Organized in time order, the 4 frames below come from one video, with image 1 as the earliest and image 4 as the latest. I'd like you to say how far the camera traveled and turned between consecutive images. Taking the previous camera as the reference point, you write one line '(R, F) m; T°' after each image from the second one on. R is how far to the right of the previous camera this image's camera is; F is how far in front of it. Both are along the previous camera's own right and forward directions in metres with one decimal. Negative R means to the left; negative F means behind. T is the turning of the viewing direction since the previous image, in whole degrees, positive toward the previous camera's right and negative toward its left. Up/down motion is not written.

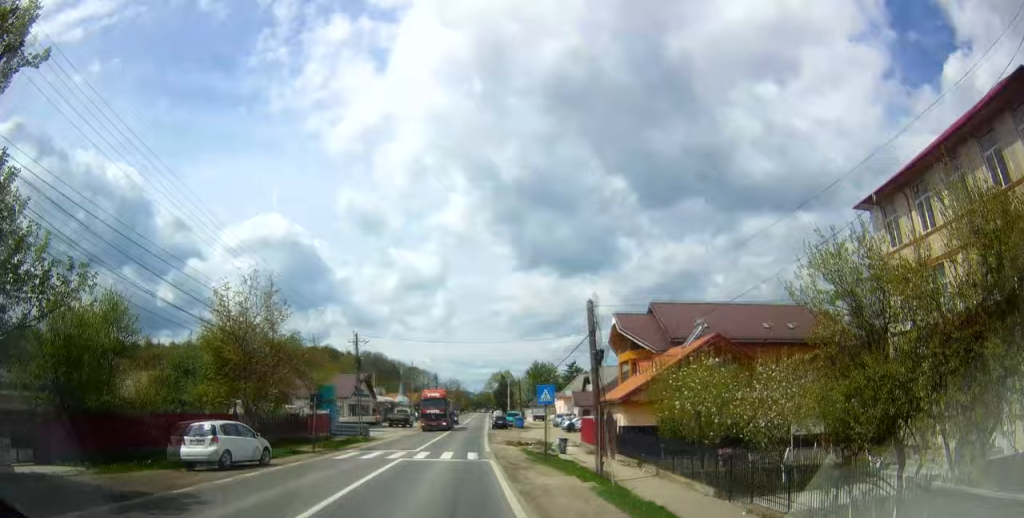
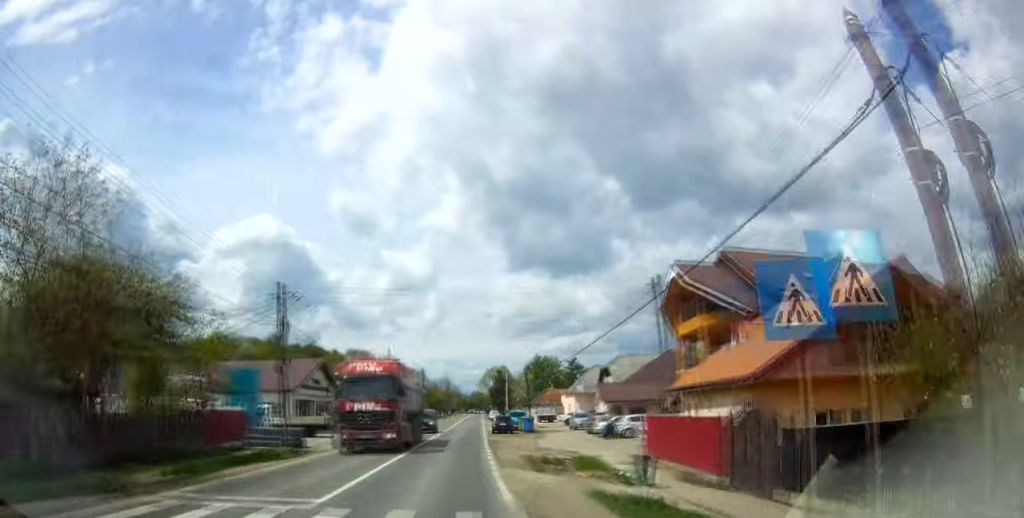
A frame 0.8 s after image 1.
(0.0, +16.0) m; -1°
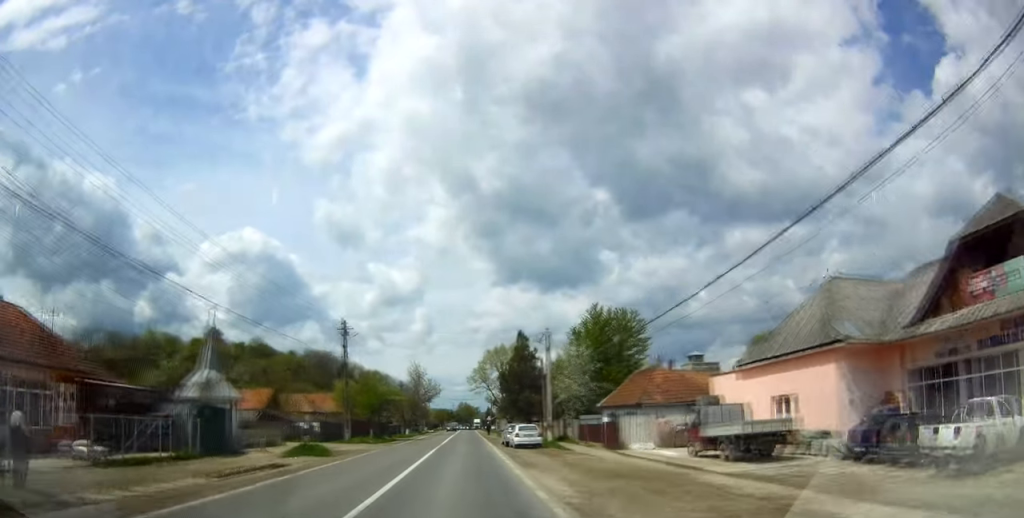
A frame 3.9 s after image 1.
(0.0, +63.8) m; +1°
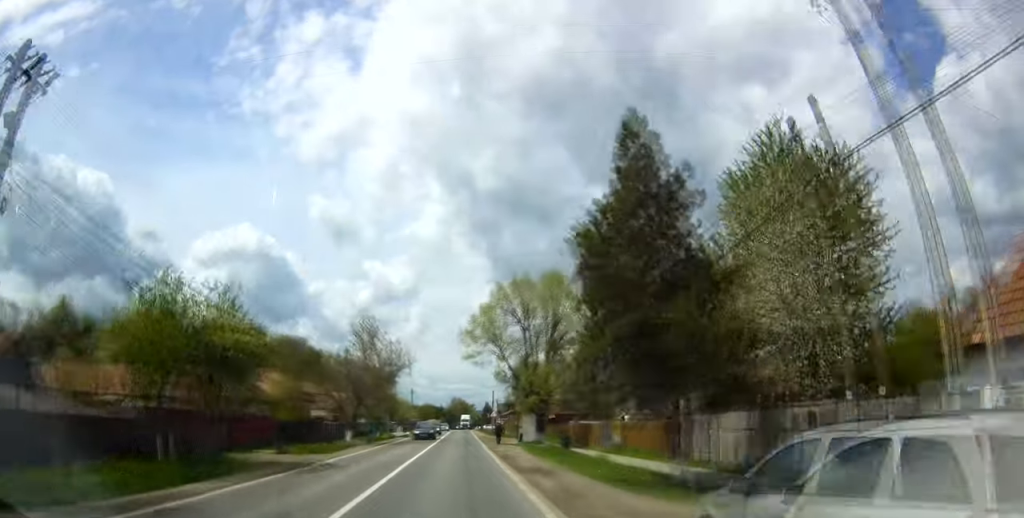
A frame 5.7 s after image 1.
(+1.7, +36.9) m; +2°
